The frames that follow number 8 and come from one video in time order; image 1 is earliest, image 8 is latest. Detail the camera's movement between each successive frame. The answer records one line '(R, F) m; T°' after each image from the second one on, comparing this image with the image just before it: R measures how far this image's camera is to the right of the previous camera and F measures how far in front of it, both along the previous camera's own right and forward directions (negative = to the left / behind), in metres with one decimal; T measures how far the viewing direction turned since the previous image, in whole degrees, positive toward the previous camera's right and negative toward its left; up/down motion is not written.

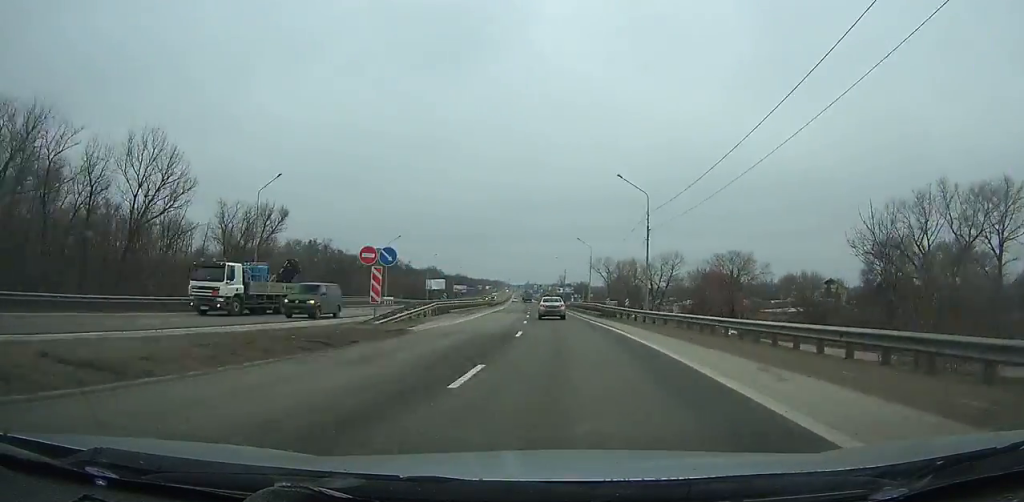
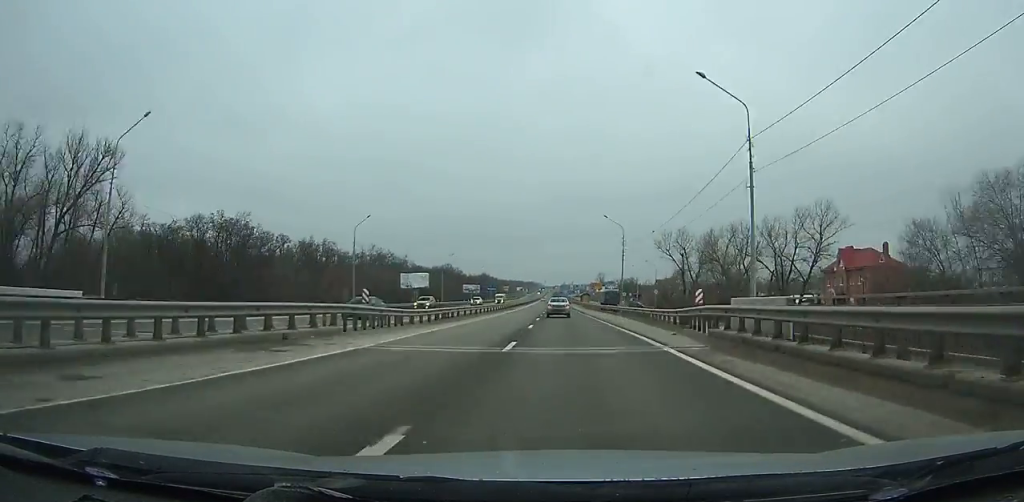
(-2.1, +66.6) m; -2°
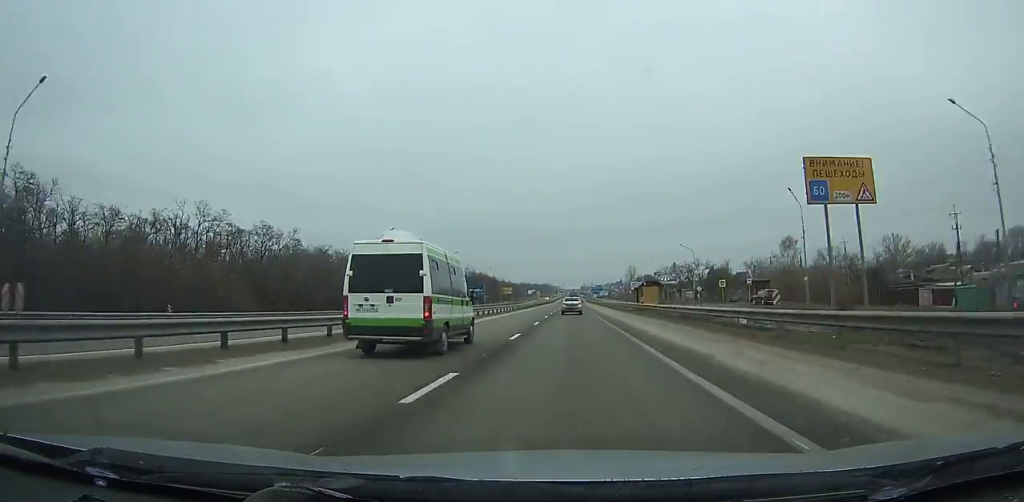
(-0.9, +104.8) m; -1°
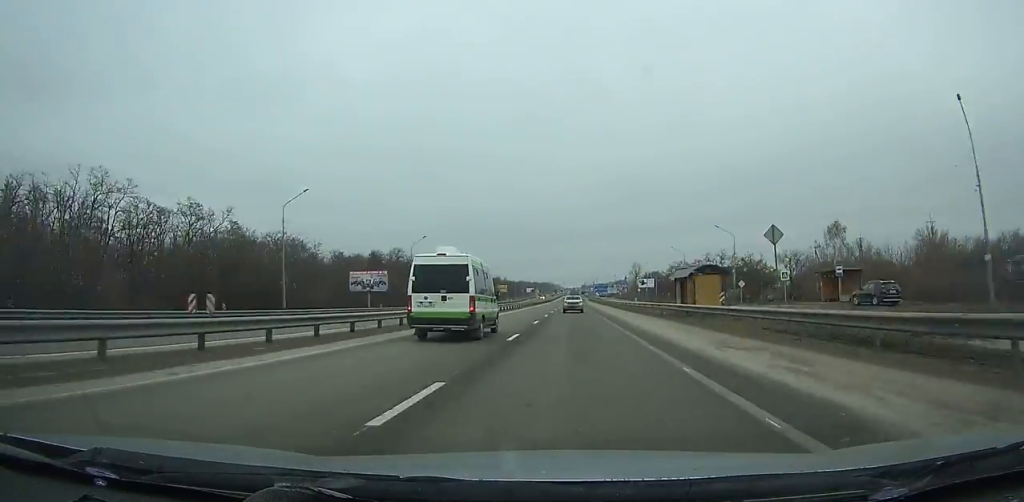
(+0.1, +25.5) m; 0°
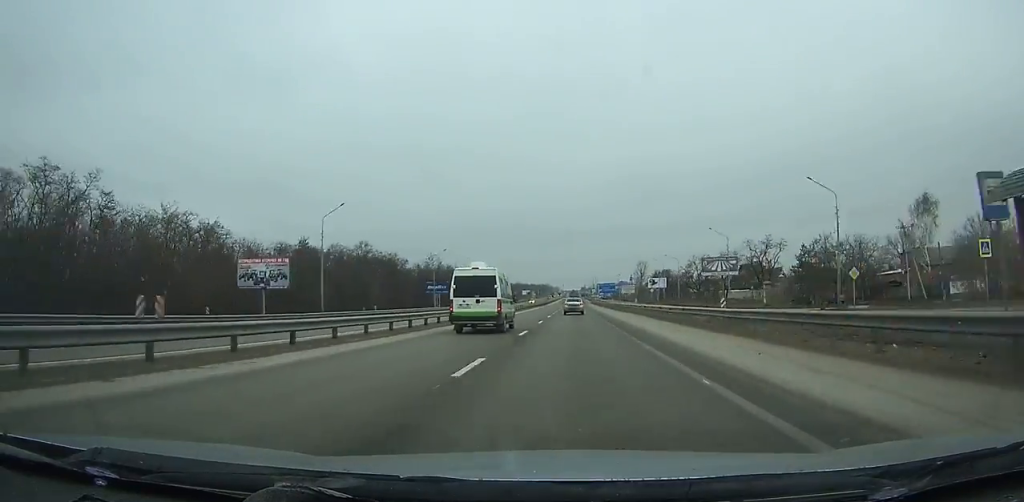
(-0.2, +32.2) m; 0°
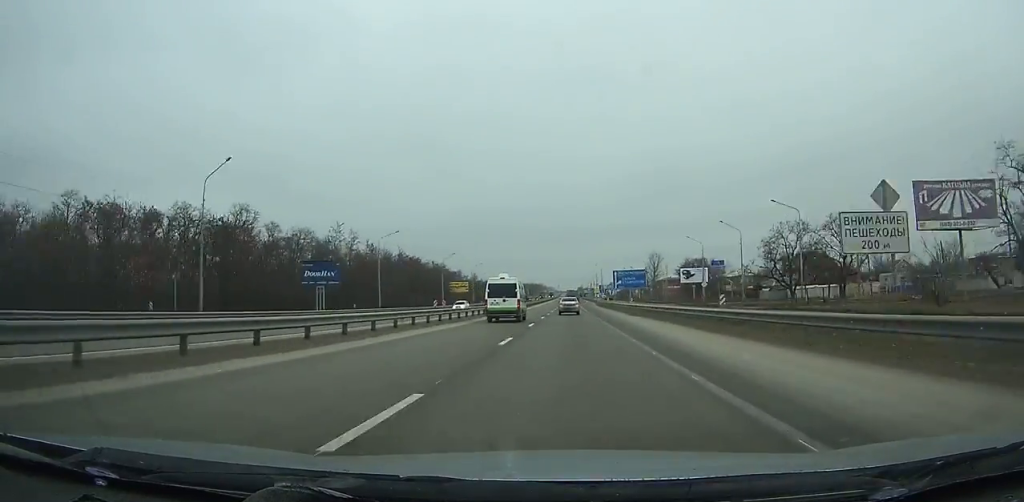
(-0.2, +64.3) m; 0°
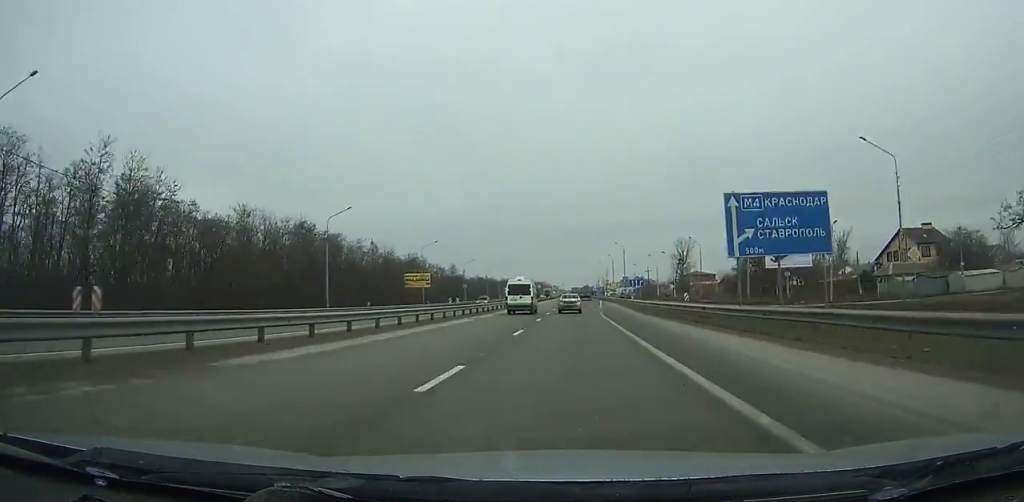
(0.0, +55.1) m; 0°
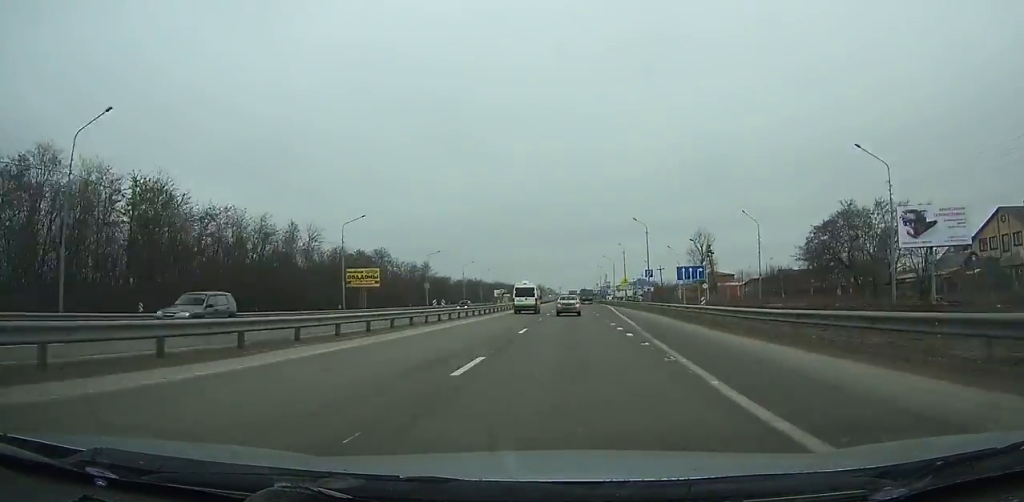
(-0.1, +33.5) m; 0°
